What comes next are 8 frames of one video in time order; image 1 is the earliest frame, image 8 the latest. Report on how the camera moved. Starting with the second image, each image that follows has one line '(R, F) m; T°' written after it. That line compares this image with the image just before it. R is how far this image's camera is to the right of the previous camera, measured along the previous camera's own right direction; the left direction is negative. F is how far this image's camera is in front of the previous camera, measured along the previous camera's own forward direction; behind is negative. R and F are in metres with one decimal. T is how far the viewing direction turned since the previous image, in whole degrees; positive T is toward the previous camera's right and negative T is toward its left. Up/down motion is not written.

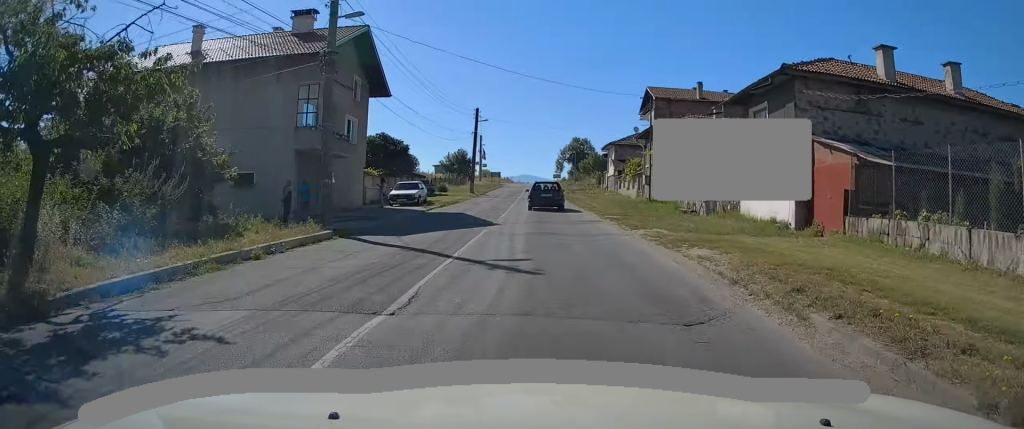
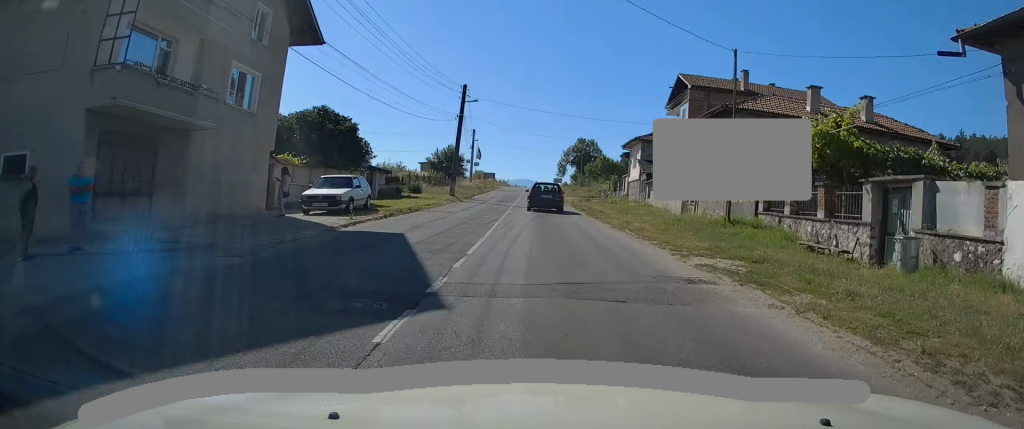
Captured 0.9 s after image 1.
(-0.1, +13.4) m; 0°
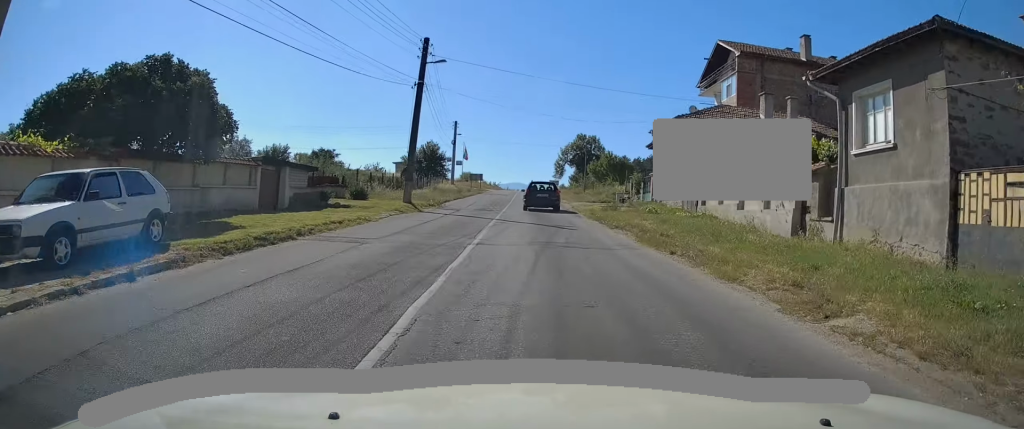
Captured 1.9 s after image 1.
(+0.1, +13.9) m; 0°
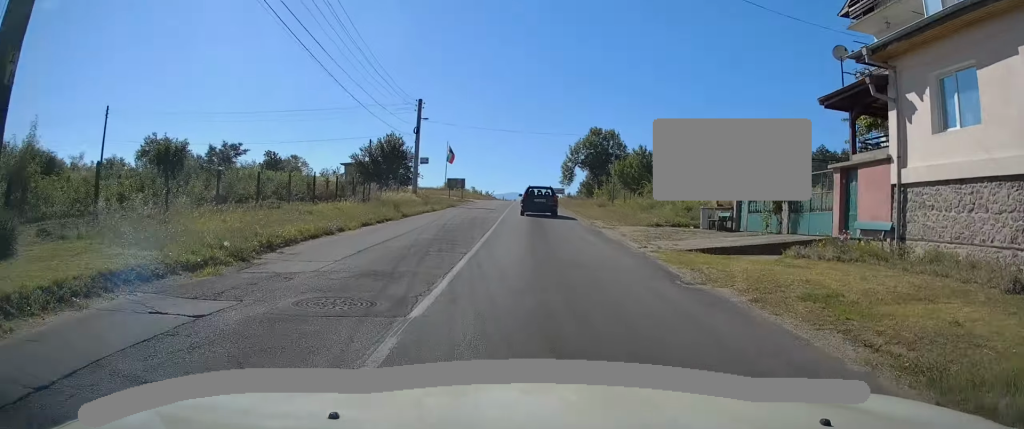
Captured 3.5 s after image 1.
(-0.1, +22.8) m; -1°
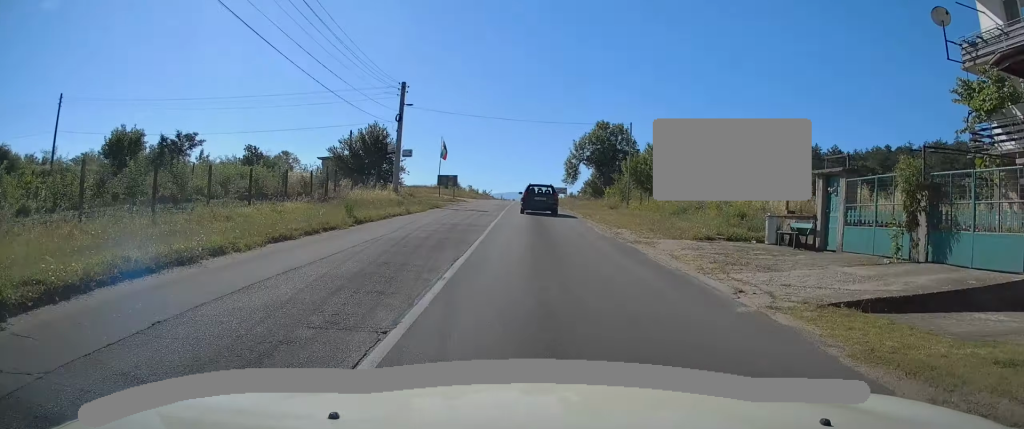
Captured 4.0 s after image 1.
(0.0, +6.7) m; 0°
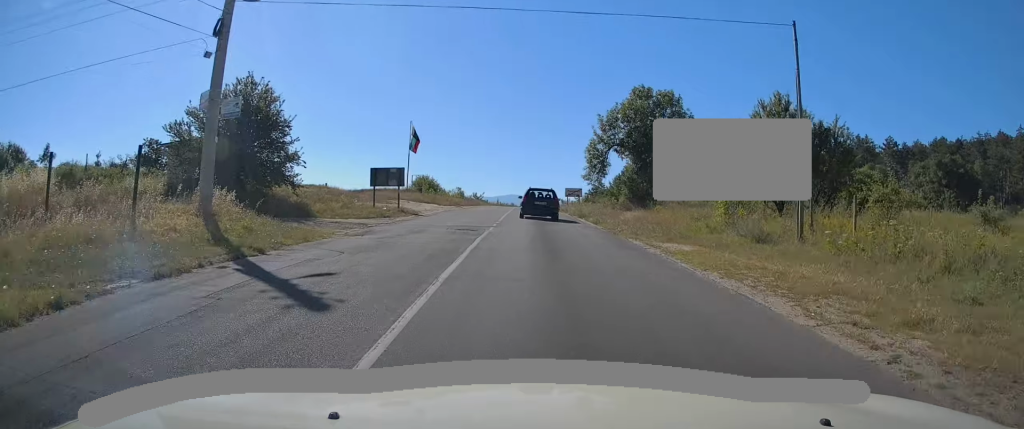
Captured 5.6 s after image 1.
(0.0, +24.1) m; +1°
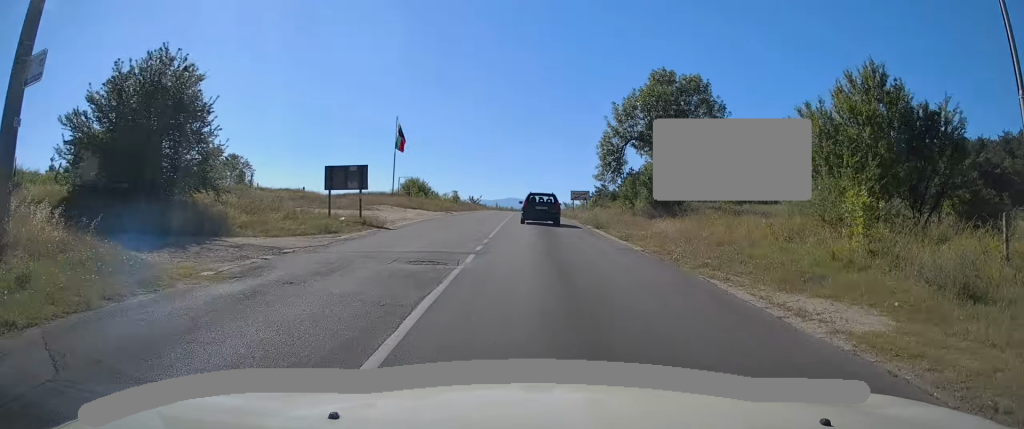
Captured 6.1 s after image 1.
(+0.1, +7.5) m; +1°
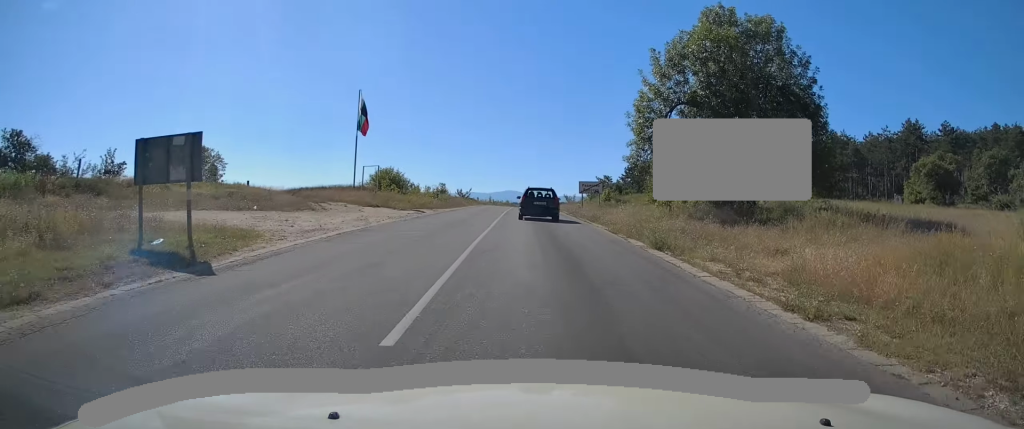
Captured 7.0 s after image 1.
(+0.1, +12.7) m; 0°
